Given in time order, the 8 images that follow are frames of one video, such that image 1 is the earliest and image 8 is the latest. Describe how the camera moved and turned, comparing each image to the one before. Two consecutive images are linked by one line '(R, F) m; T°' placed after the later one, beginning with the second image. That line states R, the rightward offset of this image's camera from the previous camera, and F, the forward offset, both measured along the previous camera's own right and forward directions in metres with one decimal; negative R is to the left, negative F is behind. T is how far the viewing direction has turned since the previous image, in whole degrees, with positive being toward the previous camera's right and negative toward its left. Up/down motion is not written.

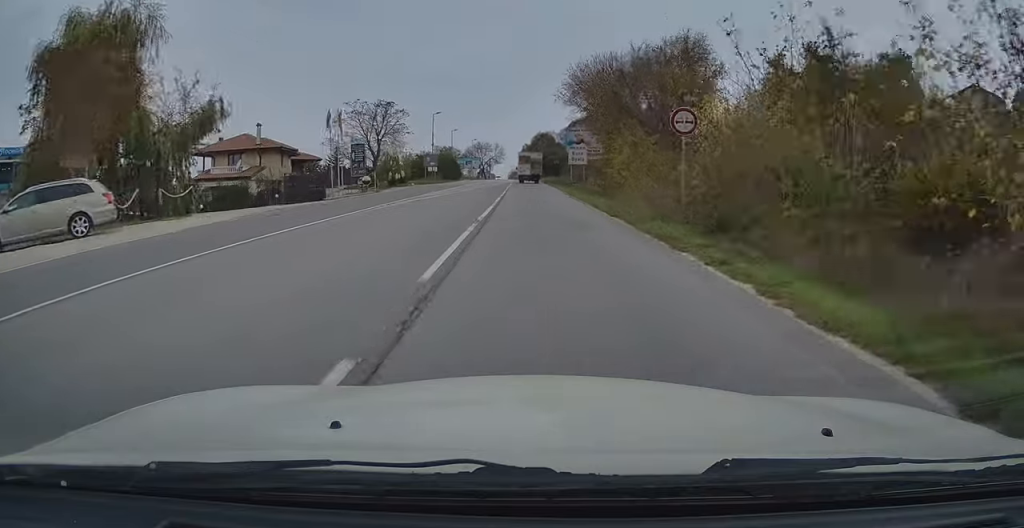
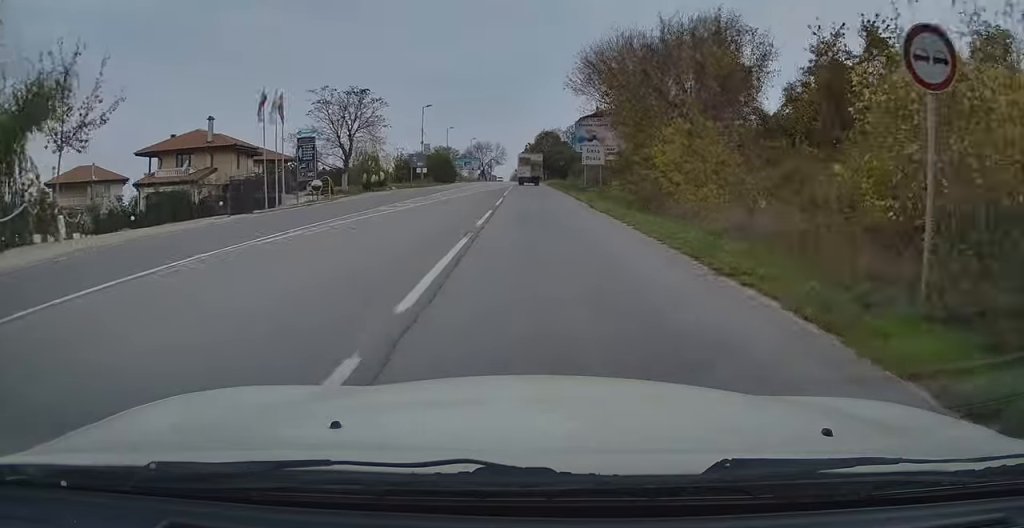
(0.0, +10.2) m; 0°
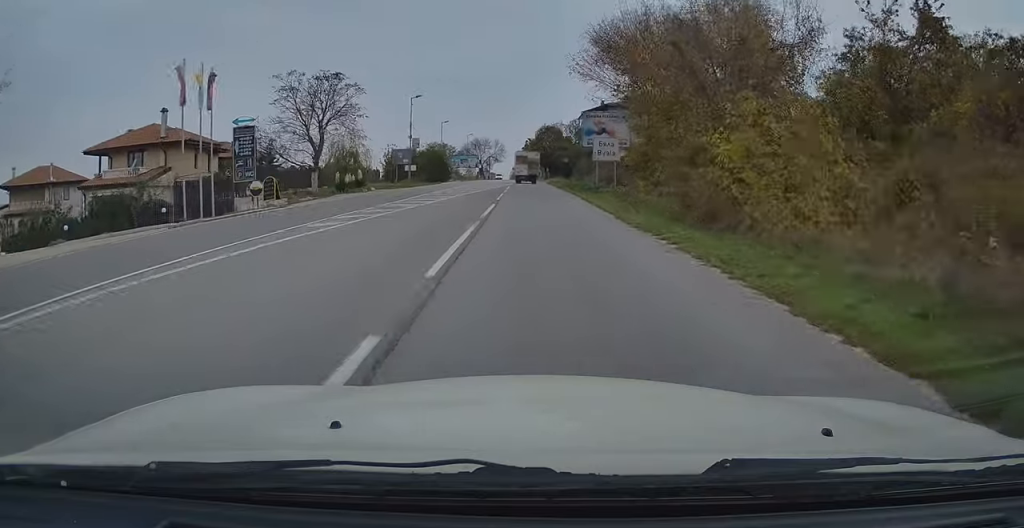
(-0.1, +7.1) m; 0°
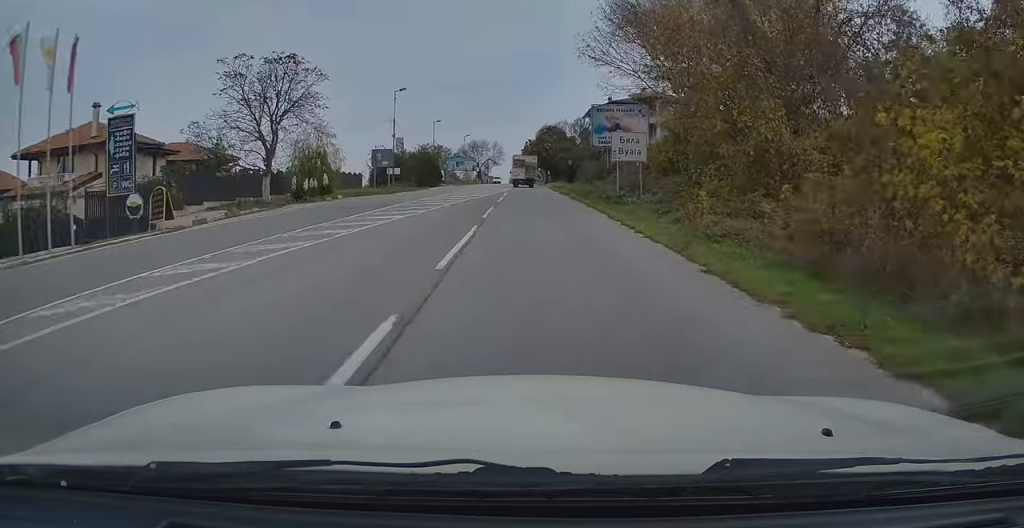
(0.0, +8.0) m; 0°
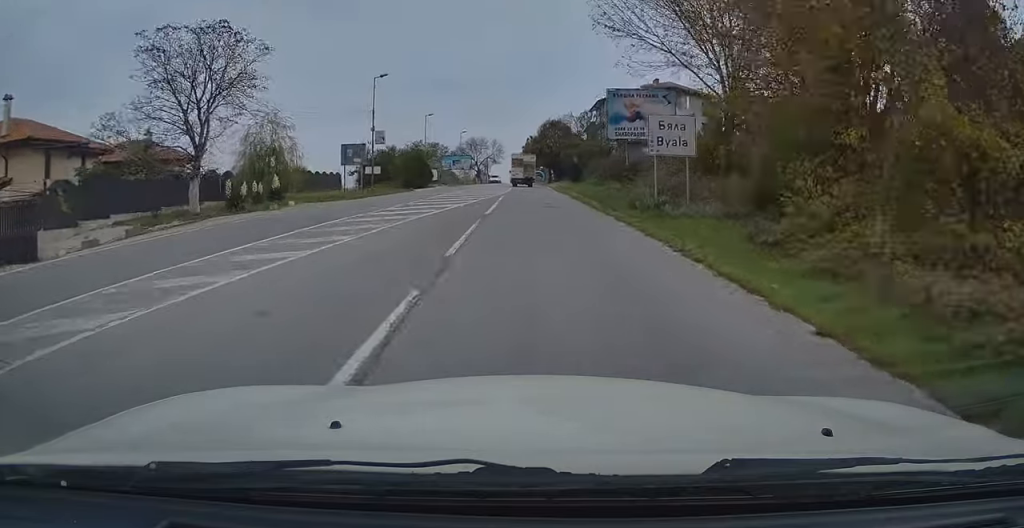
(+0.1, +8.0) m; 0°
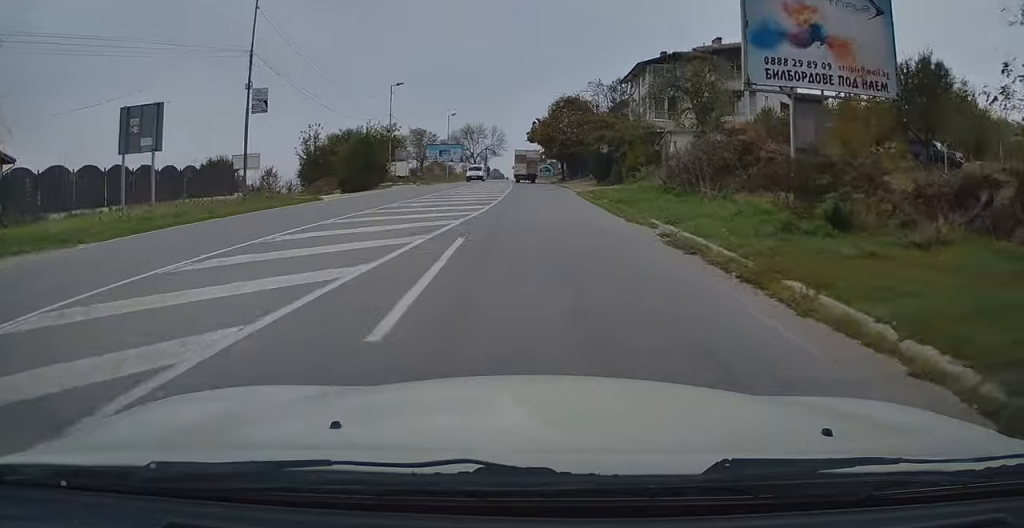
(-0.2, +22.6) m; -1°
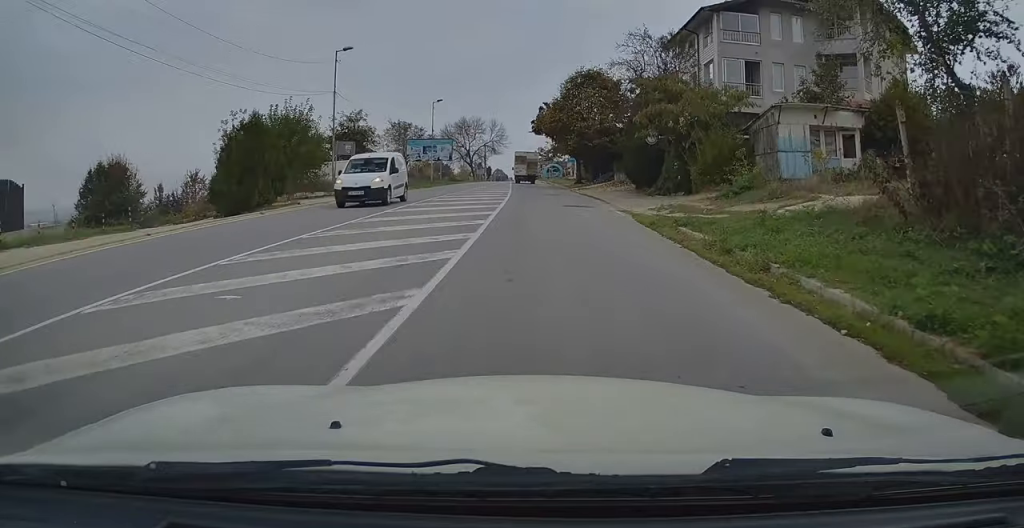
(0.0, +17.5) m; 0°
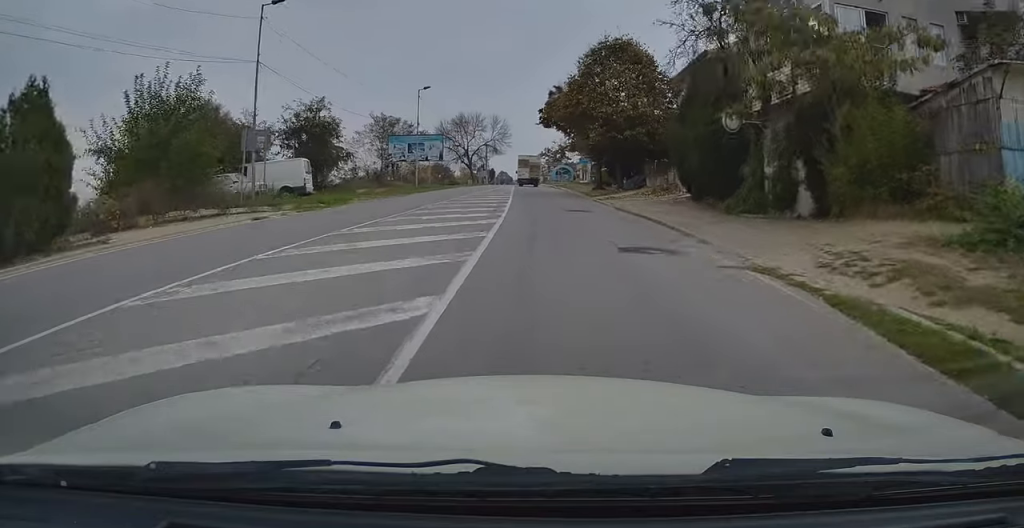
(0.0, +12.3) m; 0°
